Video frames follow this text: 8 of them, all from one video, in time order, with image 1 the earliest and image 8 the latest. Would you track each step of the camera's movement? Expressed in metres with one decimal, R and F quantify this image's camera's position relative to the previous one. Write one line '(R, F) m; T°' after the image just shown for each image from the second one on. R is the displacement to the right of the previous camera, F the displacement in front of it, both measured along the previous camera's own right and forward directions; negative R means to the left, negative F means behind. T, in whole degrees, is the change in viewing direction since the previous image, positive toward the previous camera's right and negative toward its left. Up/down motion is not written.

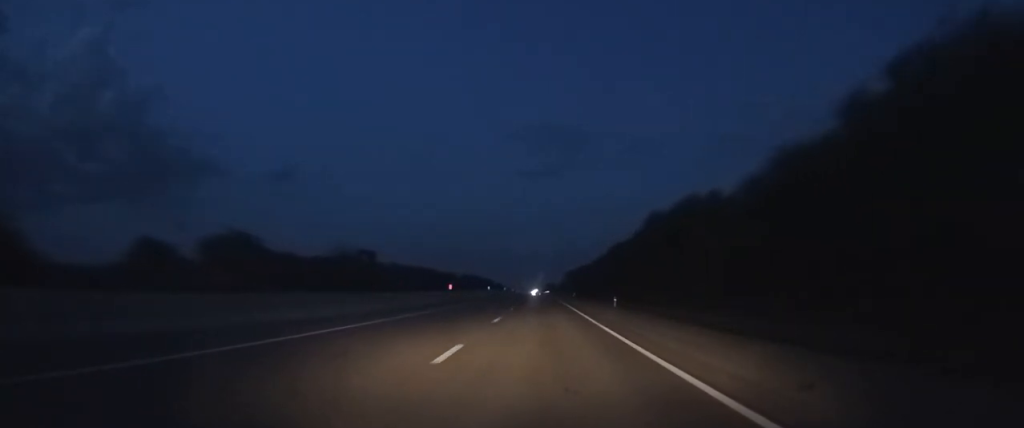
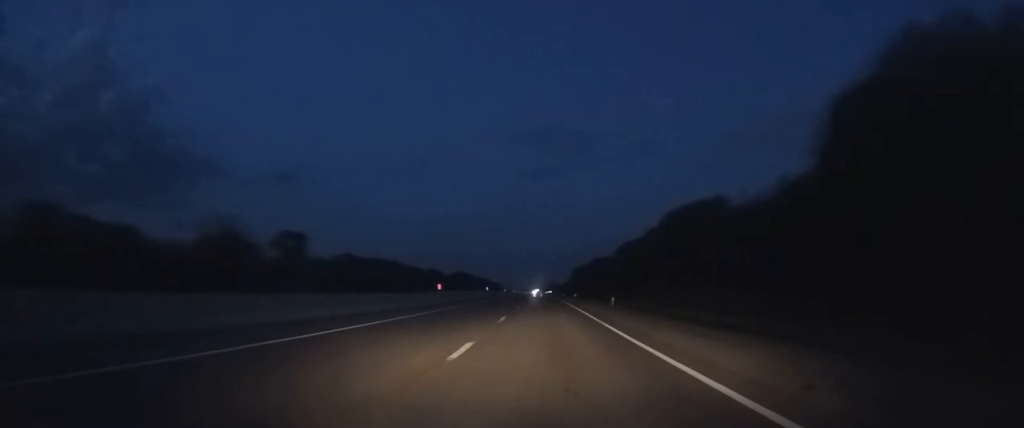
(-0.1, +33.7) m; 0°
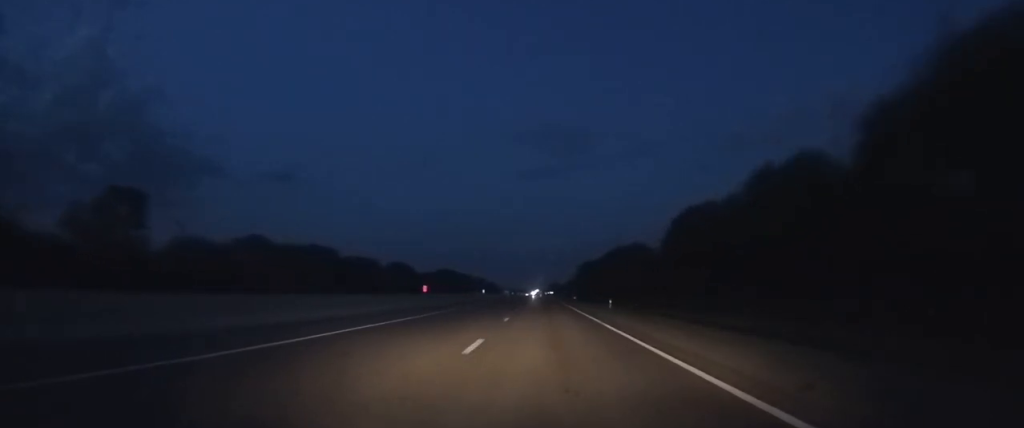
(0.0, +38.8) m; 0°
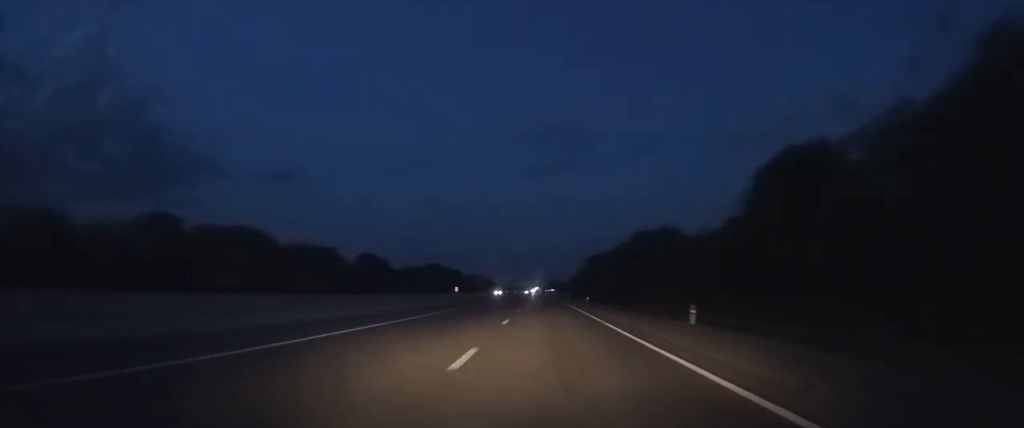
(0.0, +25.4) m; 0°
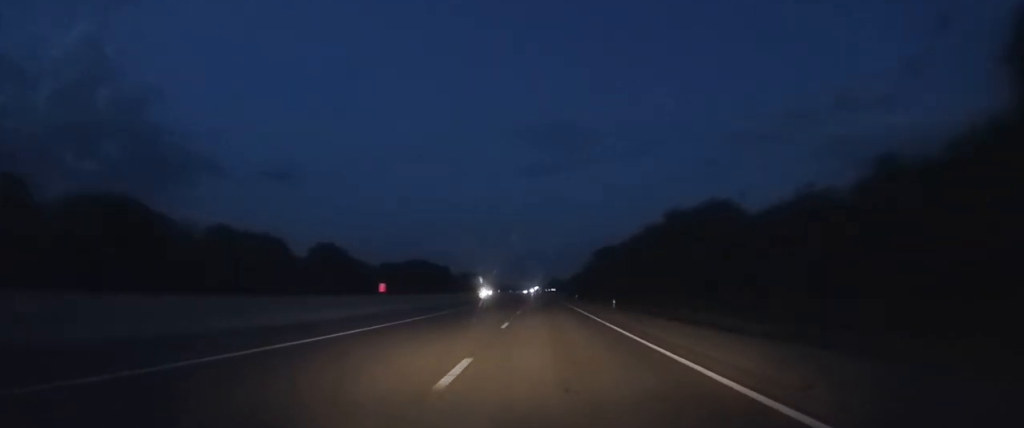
(+0.1, +27.1) m; 0°
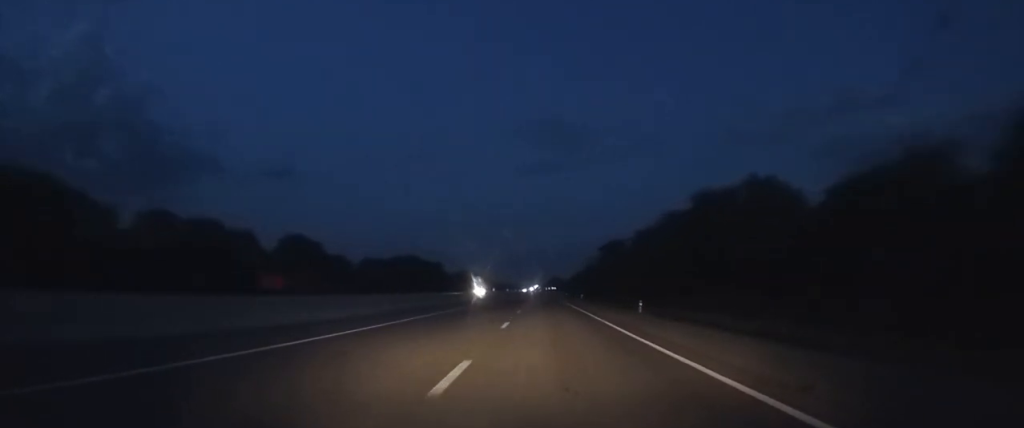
(0.0, +13.7) m; 0°
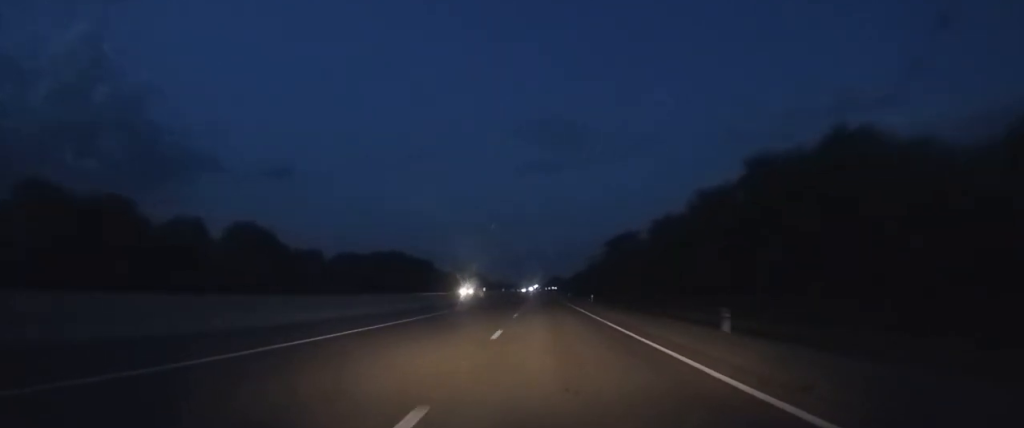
(0.0, +19.3) m; 0°
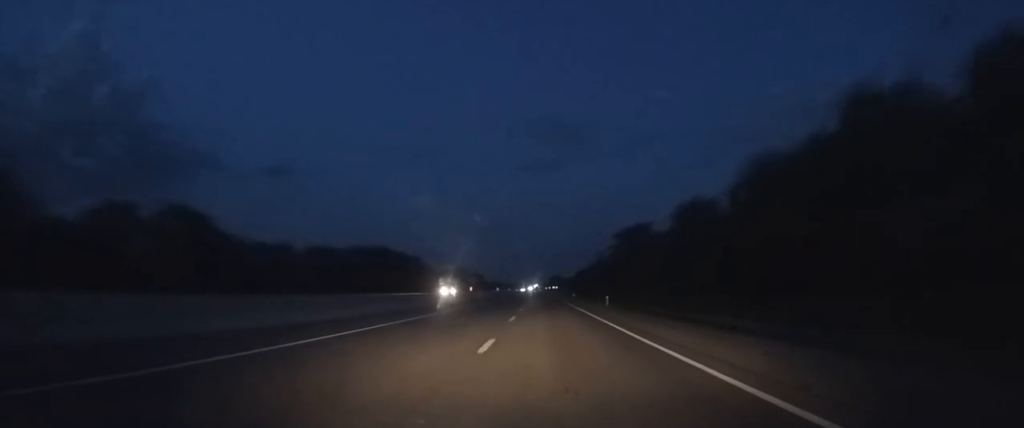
(0.0, +18.6) m; 0°
